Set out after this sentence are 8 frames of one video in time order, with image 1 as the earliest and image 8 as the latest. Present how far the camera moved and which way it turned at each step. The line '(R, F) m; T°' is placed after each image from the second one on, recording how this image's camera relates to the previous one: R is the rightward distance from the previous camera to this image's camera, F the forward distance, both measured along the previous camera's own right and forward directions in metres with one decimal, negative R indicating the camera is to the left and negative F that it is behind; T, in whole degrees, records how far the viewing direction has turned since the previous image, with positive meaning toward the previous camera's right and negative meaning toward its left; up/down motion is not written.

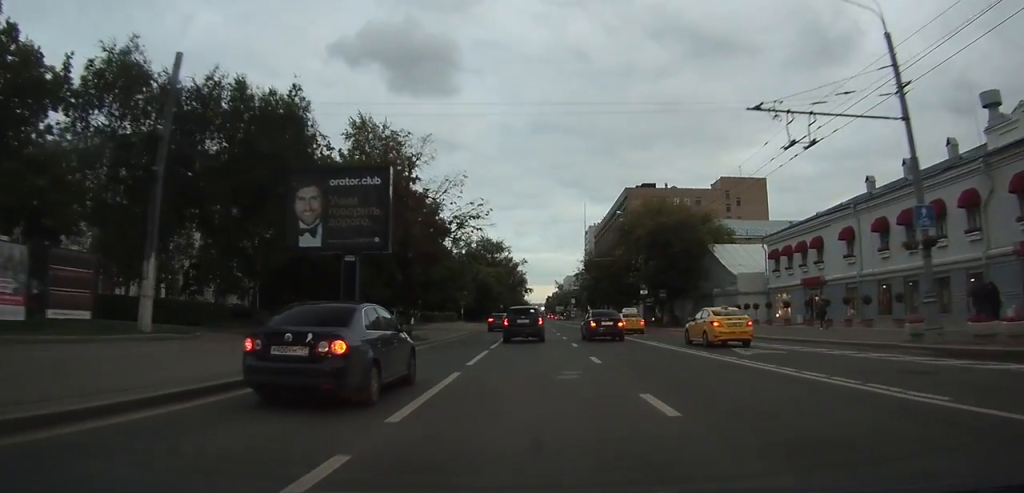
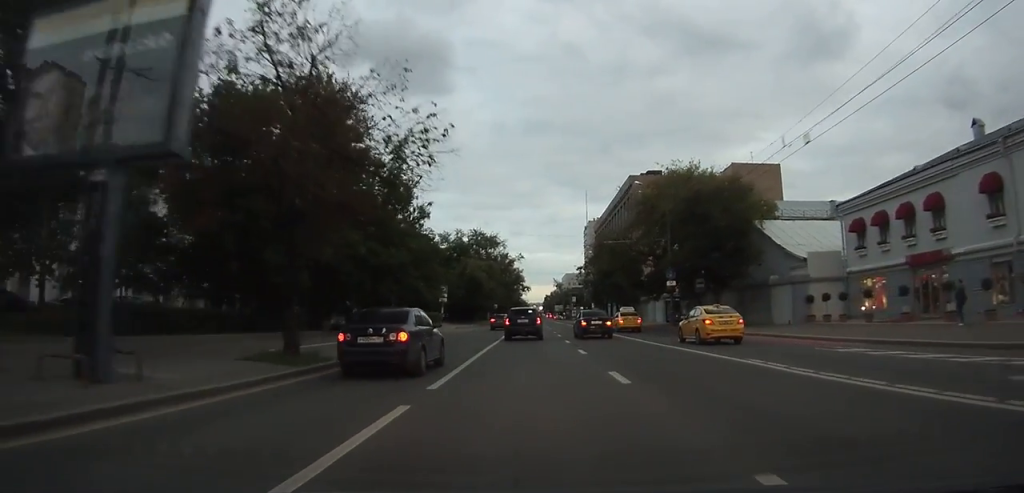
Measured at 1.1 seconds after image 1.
(0.0, +12.7) m; -1°
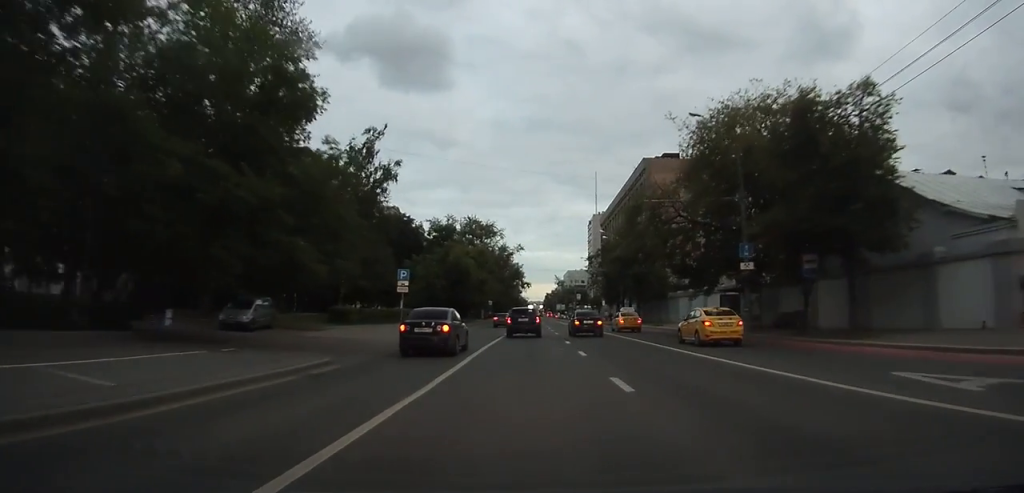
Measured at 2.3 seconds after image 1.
(-0.2, +16.9) m; -1°
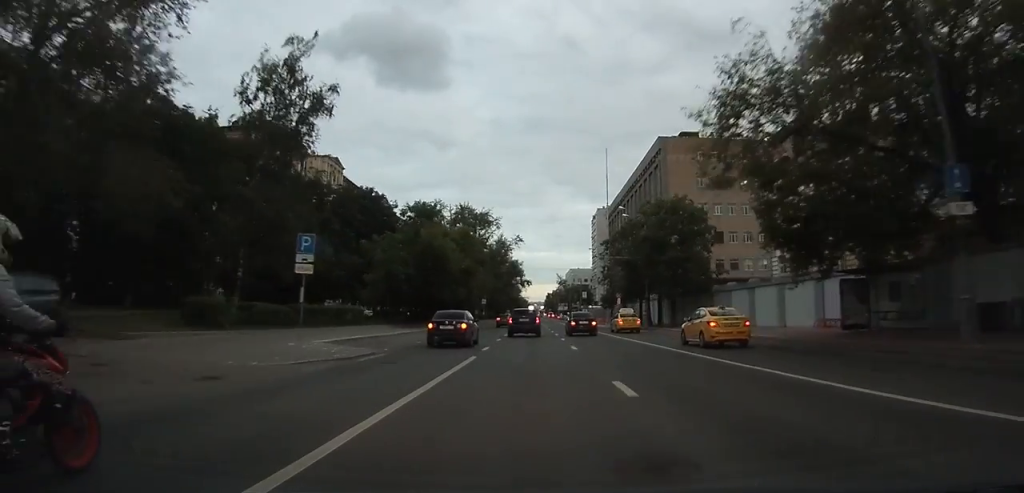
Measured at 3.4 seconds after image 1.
(+0.1, +16.6) m; +1°
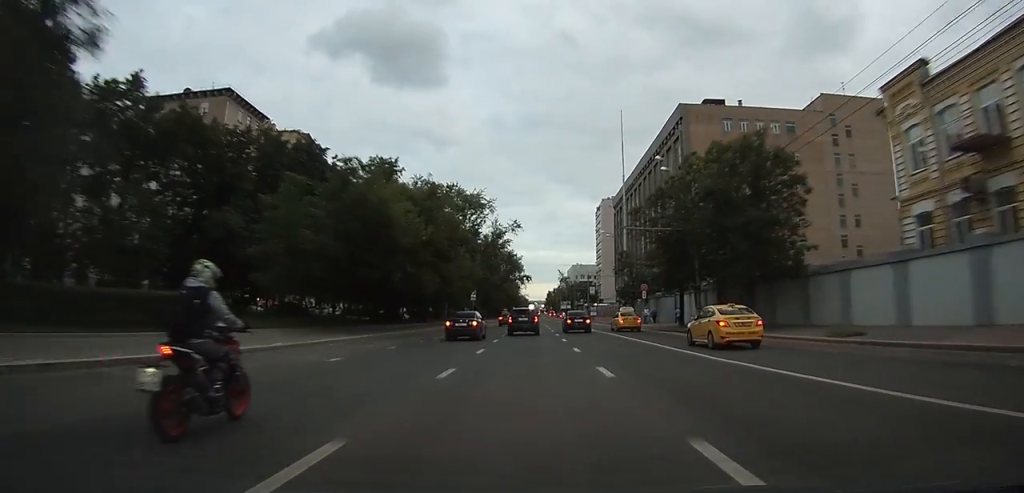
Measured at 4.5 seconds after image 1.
(+0.3, +18.2) m; +1°
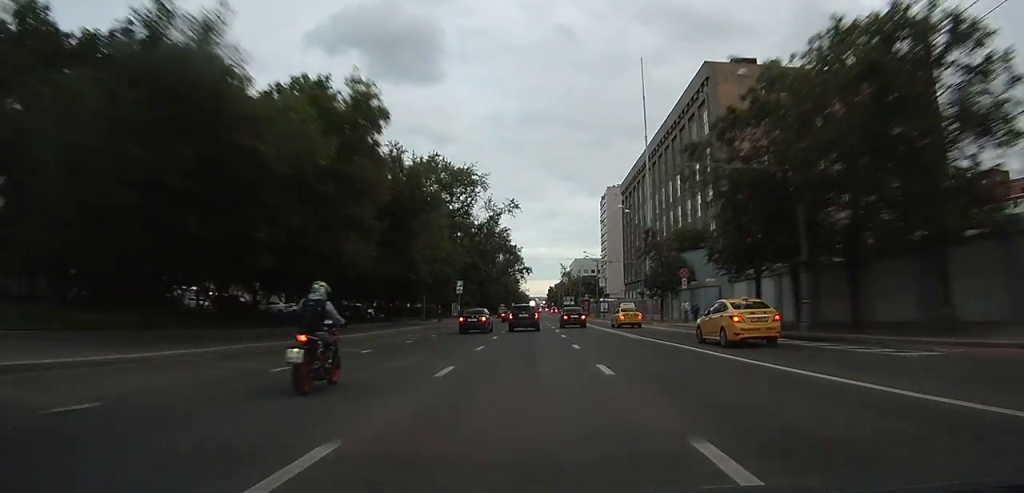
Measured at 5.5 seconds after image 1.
(0.0, +16.2) m; 0°
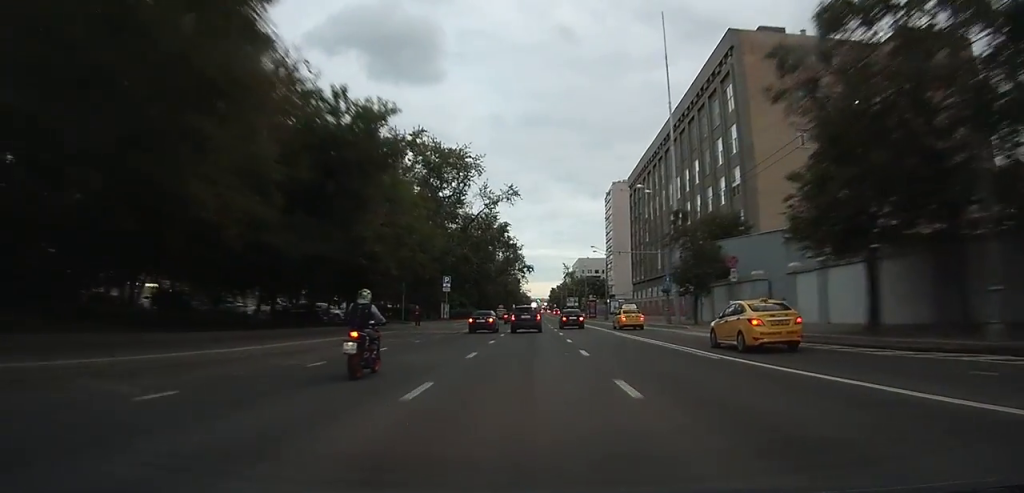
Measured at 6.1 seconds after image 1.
(0.0, +11.0) m; 0°
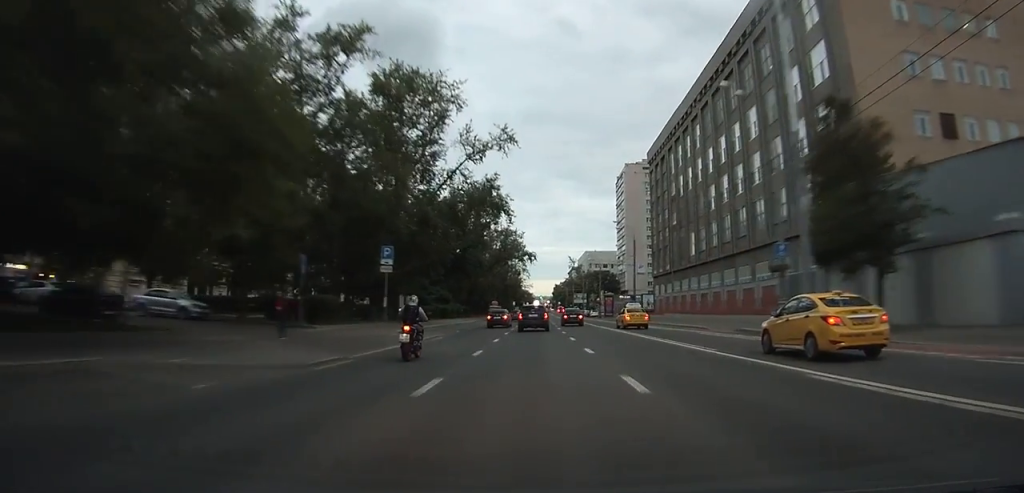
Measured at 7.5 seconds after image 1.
(-0.1, +24.2) m; -1°
